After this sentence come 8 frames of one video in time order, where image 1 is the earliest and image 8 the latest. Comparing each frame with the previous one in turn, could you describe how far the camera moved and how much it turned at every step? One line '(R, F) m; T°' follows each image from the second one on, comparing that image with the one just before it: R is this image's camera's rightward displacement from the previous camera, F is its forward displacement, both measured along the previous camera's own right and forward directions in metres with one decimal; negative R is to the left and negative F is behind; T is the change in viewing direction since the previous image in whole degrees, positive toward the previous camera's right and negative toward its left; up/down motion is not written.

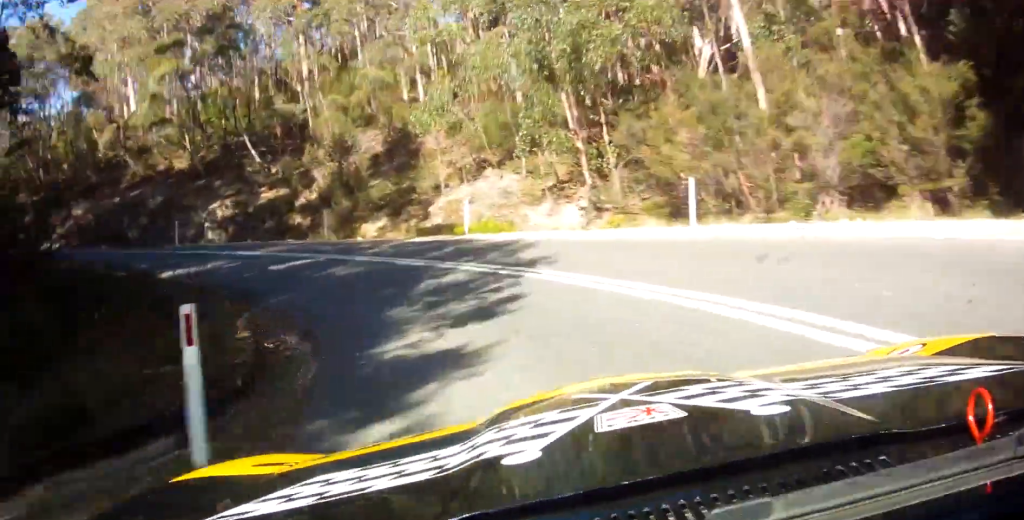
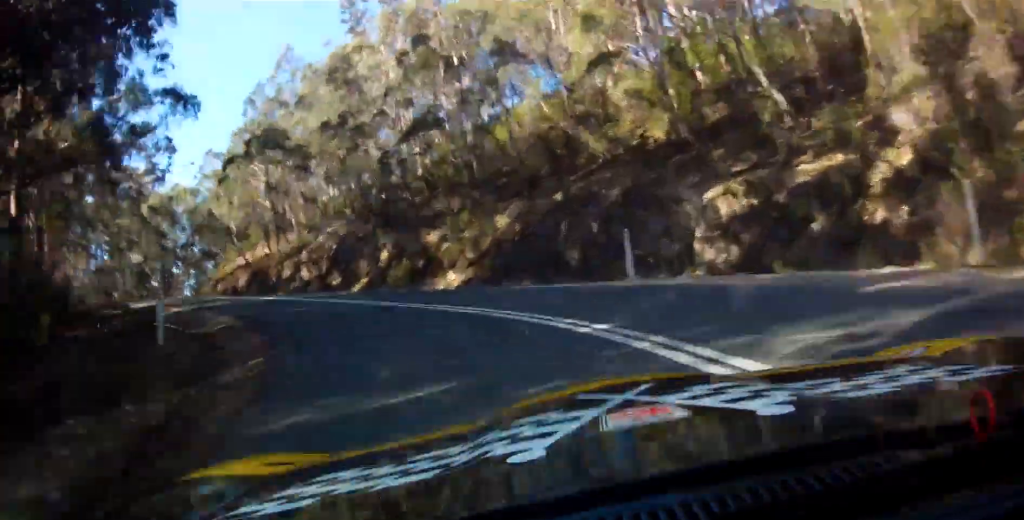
(-12.9, +14.7) m; -40°
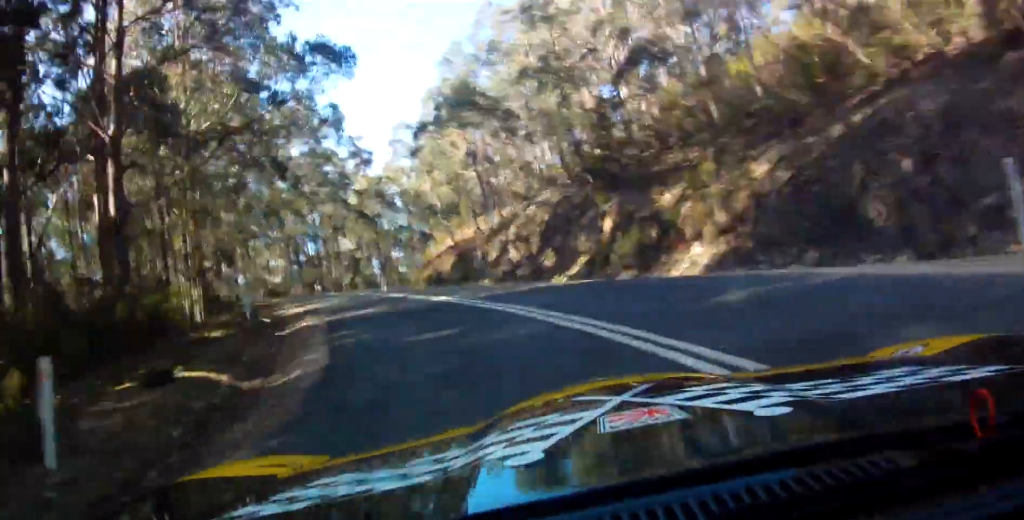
(-1.5, +10.5) m; -8°
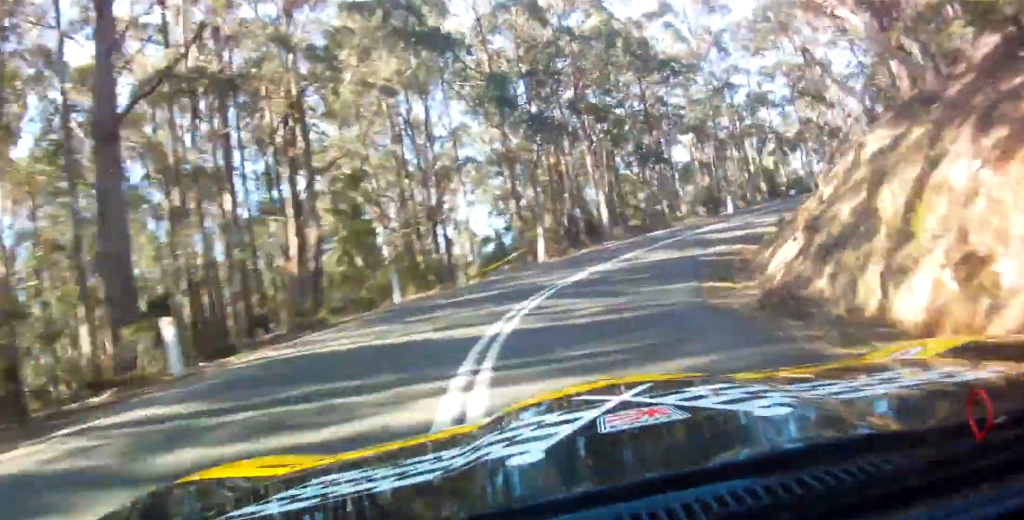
(0.0, +69.4) m; +5°
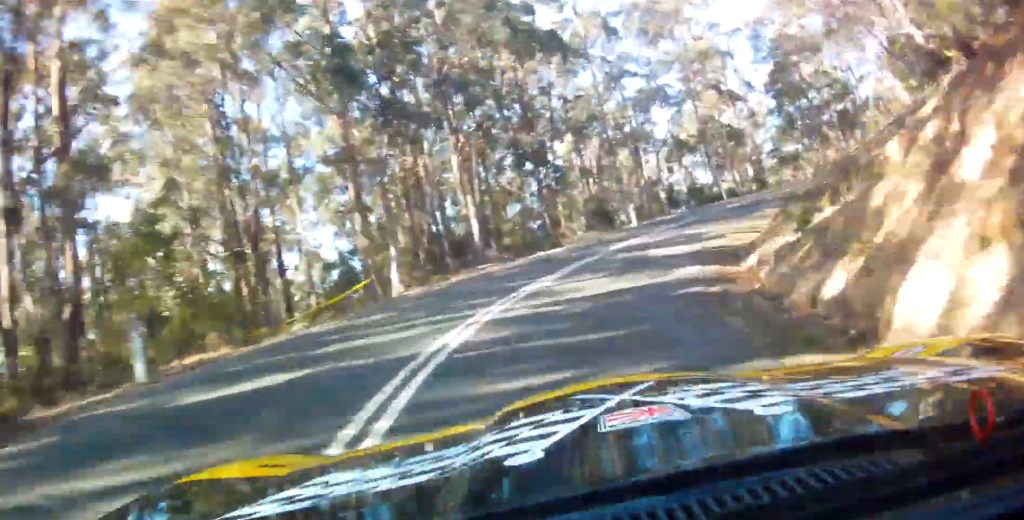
(-0.9, +9.1) m; +13°
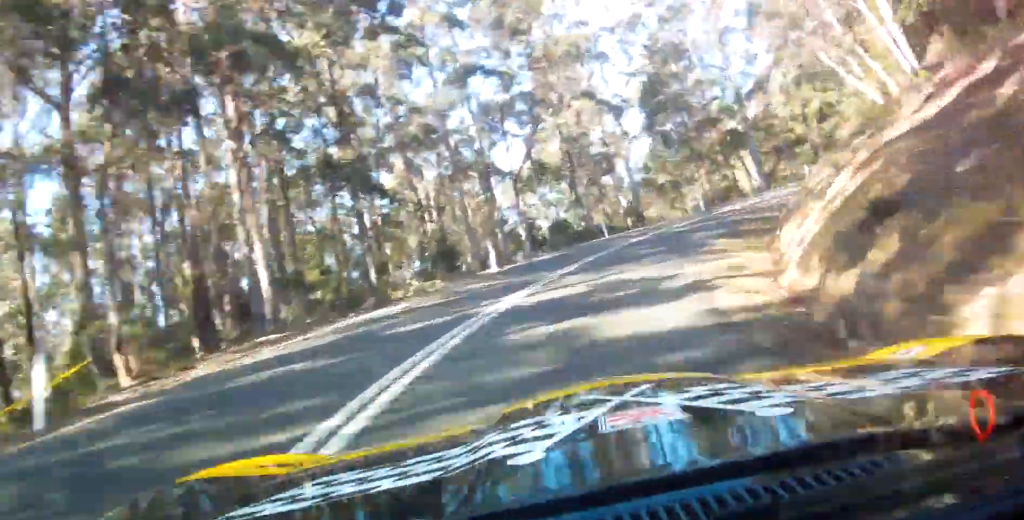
(-3.0, +9.5) m; +14°
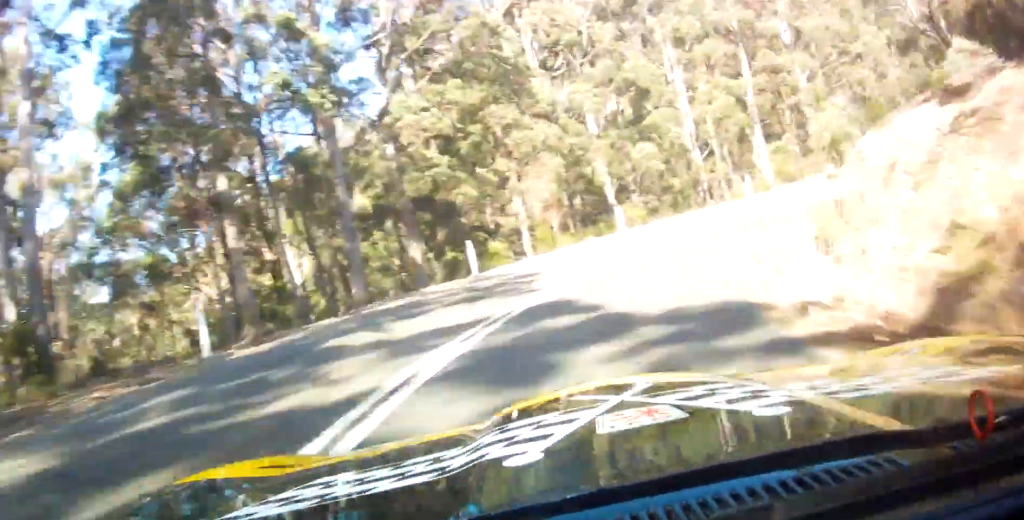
(+17.1, +19.0) m; +48°
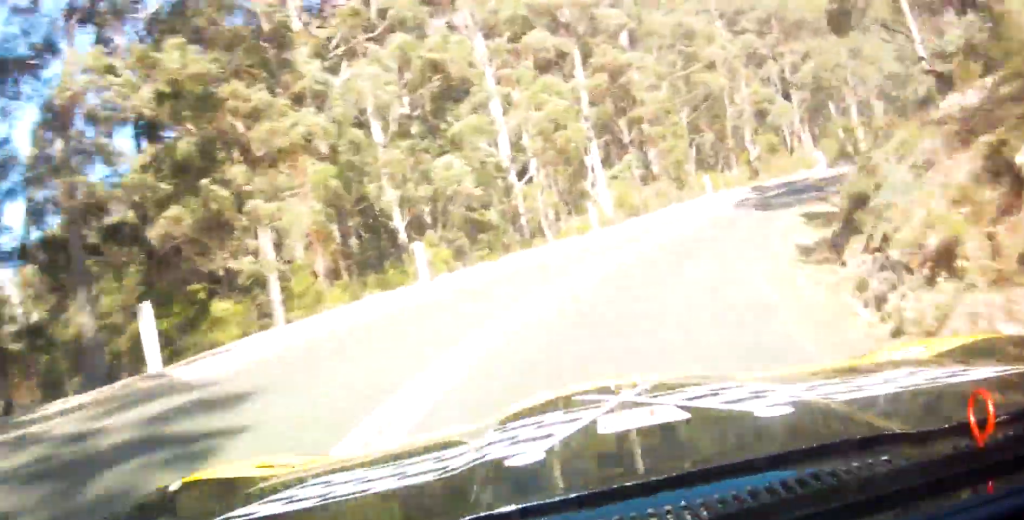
(+0.6, +11.1) m; +4°
